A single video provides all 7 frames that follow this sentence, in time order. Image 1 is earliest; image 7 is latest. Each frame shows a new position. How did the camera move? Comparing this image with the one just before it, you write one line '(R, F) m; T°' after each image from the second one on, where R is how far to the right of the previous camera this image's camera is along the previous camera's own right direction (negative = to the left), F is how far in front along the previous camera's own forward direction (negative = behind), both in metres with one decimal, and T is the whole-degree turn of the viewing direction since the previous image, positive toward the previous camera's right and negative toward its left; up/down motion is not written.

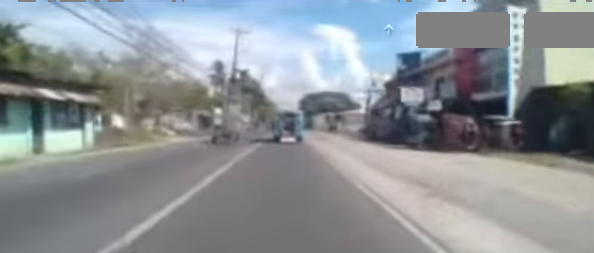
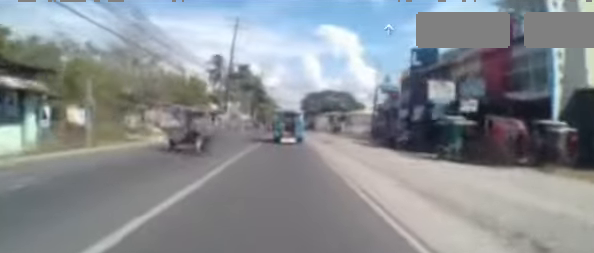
(0.0, +3.2) m; 0°
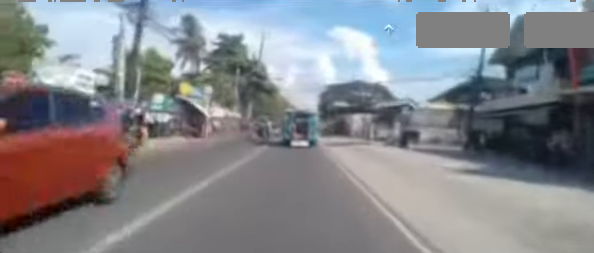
(-0.1, +25.0) m; +1°
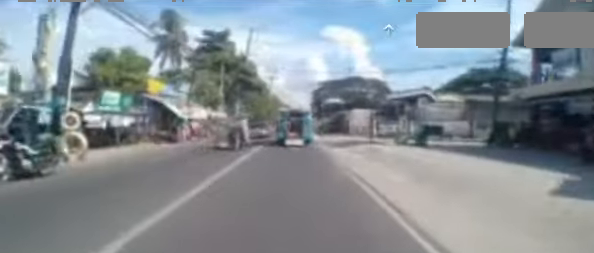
(0.0, +3.6) m; 0°
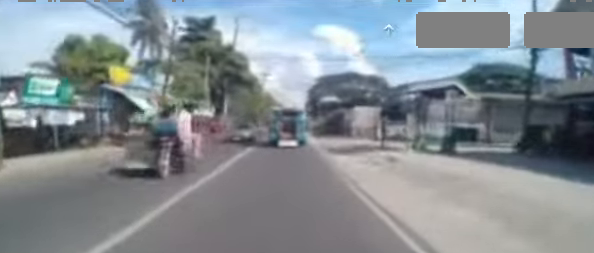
(0.0, +3.9) m; 0°
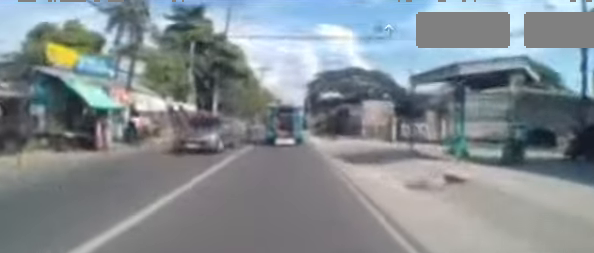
(0.0, +4.2) m; -1°
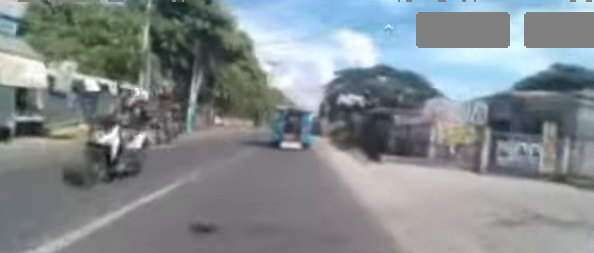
(-0.2, +9.9) m; -4°
